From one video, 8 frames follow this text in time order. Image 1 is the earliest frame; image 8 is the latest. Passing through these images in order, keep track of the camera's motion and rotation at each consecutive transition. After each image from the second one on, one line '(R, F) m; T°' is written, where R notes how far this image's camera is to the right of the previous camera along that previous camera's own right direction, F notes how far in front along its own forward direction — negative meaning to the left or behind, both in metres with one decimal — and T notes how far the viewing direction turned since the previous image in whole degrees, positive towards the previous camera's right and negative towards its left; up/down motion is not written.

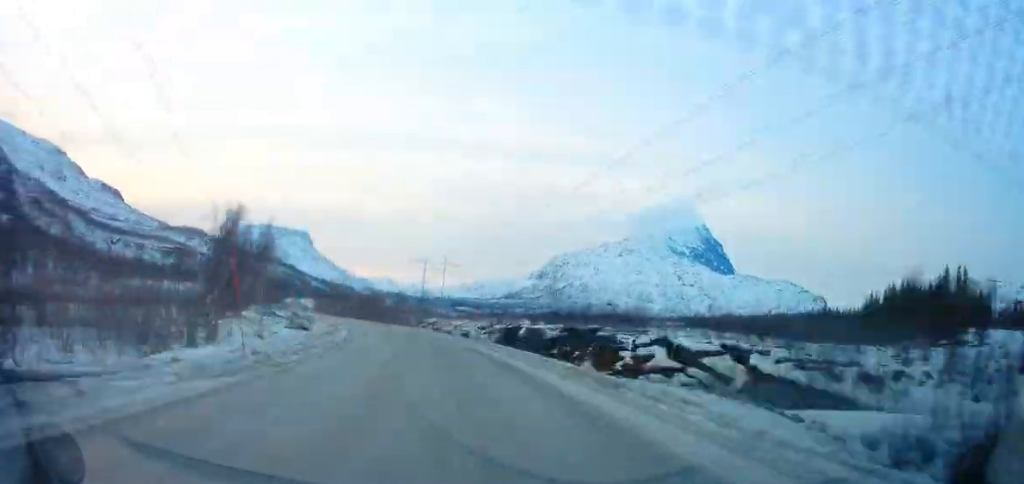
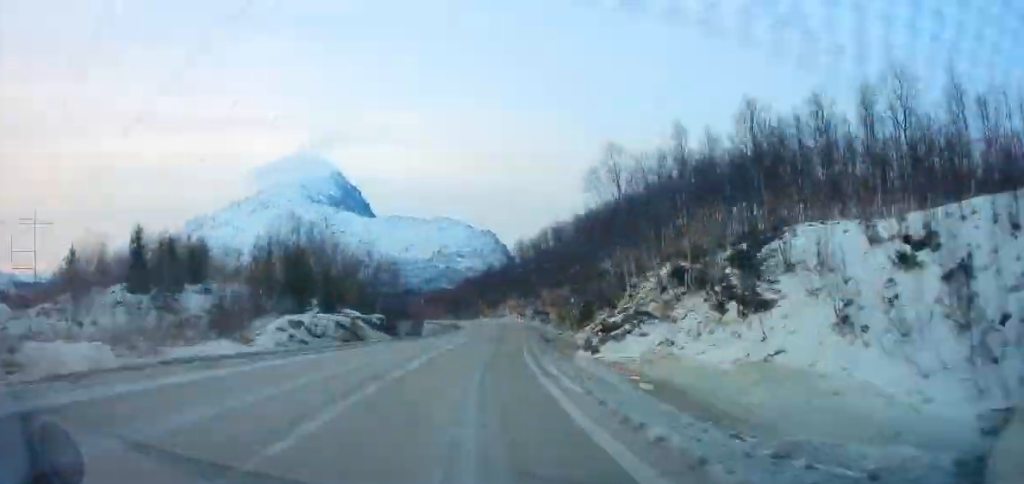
(+60.2, +411.4) m; +27°
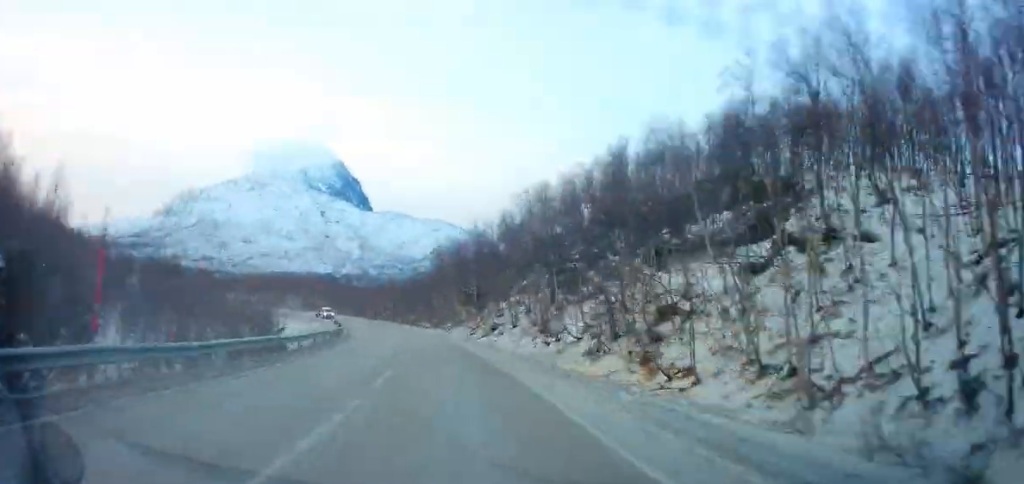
(+9.8, +78.6) m; -2°
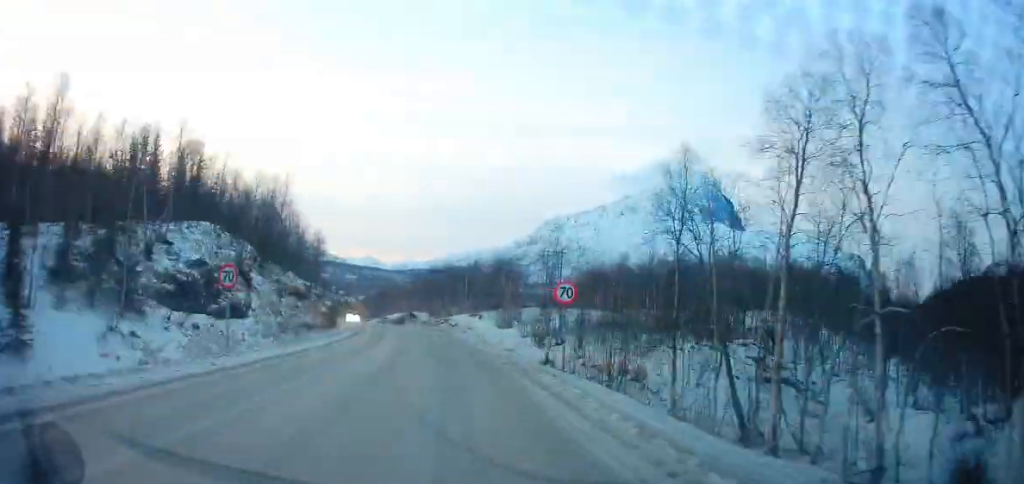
(-35.5, +174.8) m; -22°
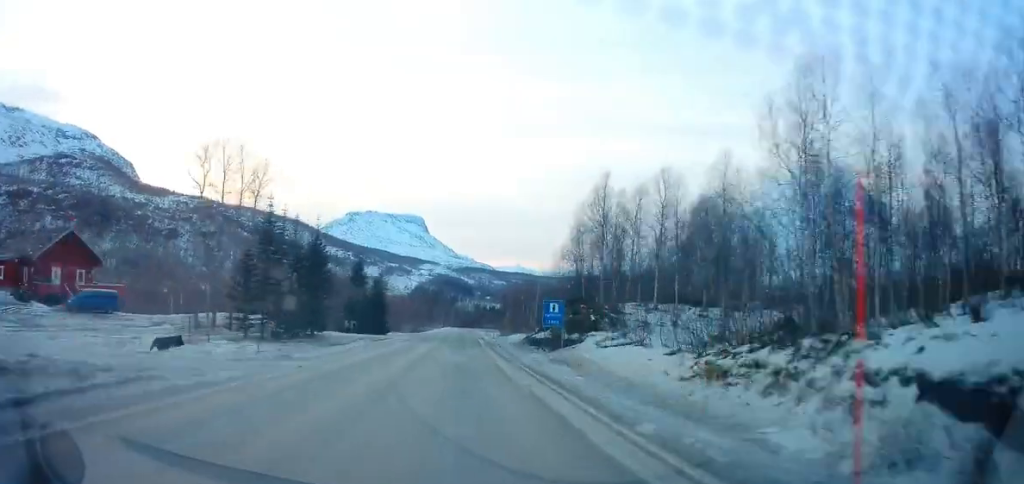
(-30.2, +162.0) m; -8°
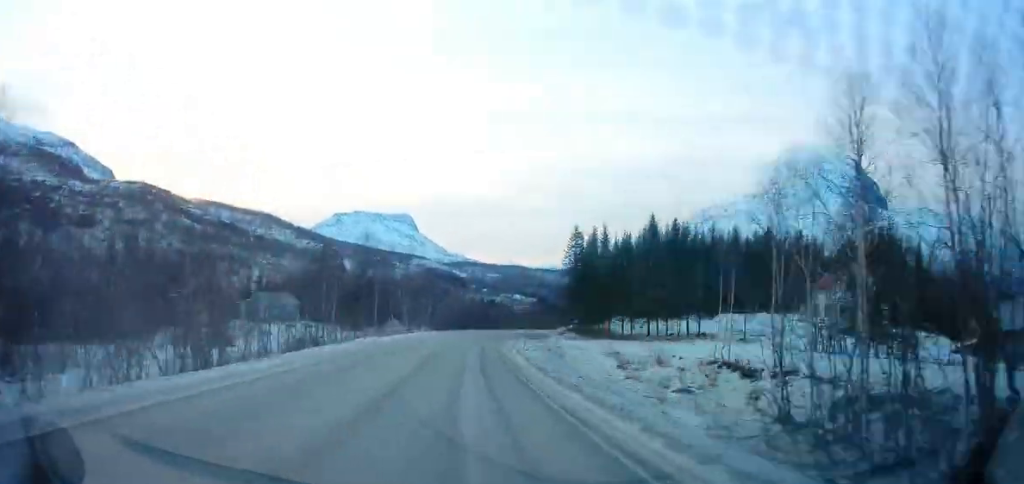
(+6.5, +120.3) m; +12°
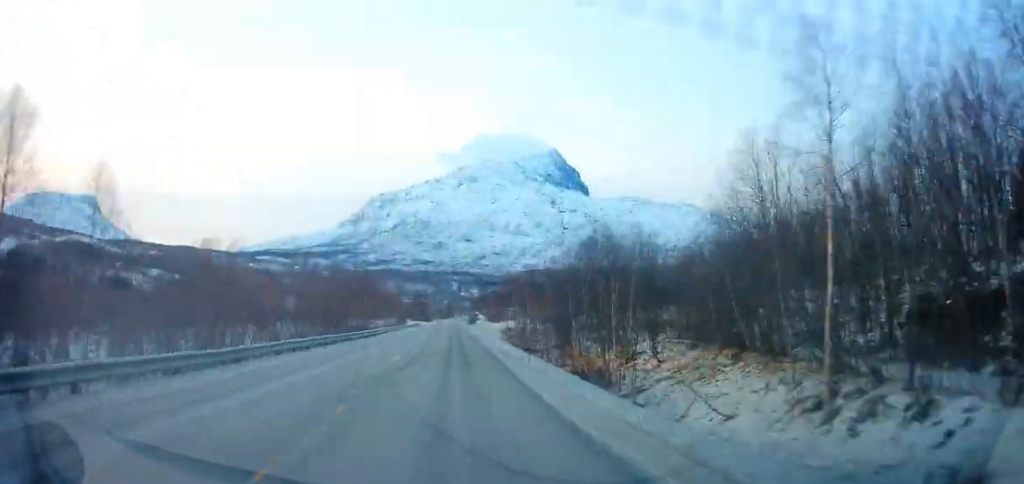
(+37.7, +200.7) m; +15°
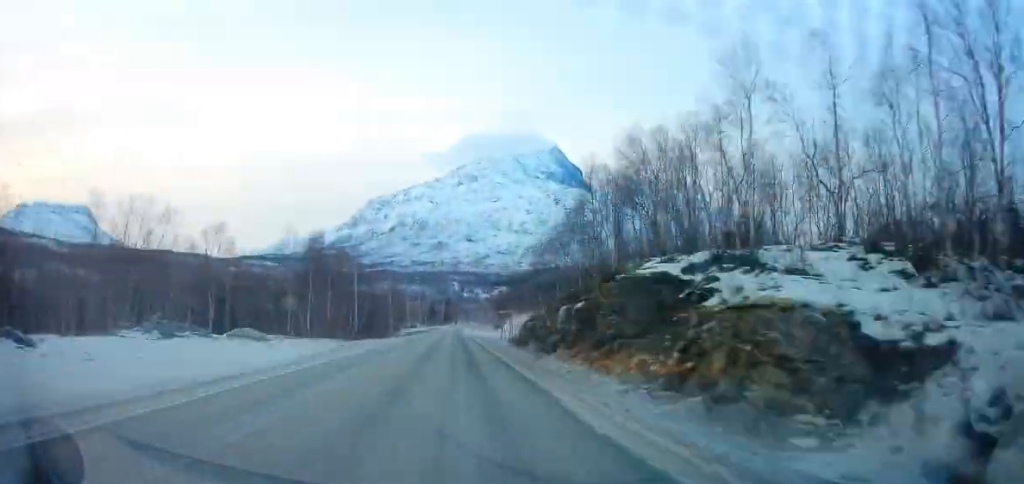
(+3.3, +155.8) m; +4°
